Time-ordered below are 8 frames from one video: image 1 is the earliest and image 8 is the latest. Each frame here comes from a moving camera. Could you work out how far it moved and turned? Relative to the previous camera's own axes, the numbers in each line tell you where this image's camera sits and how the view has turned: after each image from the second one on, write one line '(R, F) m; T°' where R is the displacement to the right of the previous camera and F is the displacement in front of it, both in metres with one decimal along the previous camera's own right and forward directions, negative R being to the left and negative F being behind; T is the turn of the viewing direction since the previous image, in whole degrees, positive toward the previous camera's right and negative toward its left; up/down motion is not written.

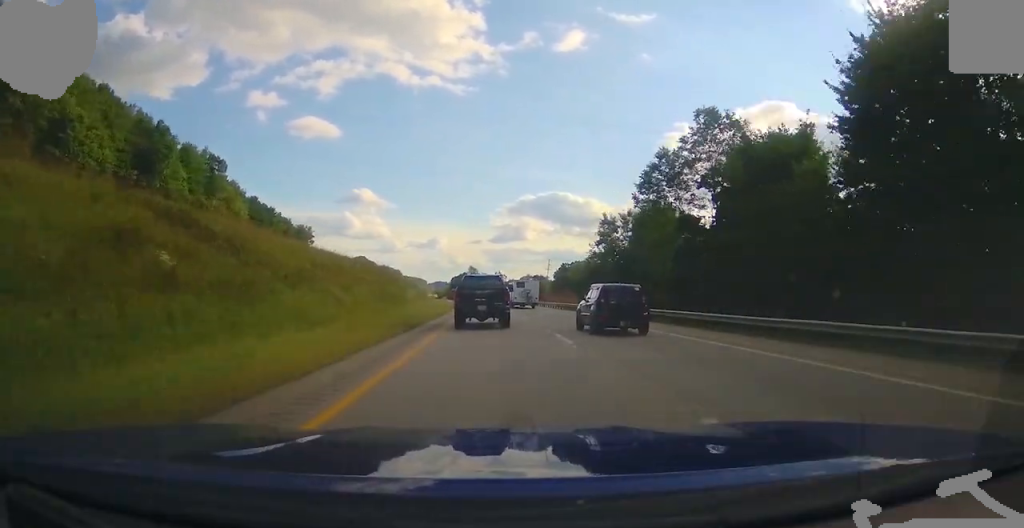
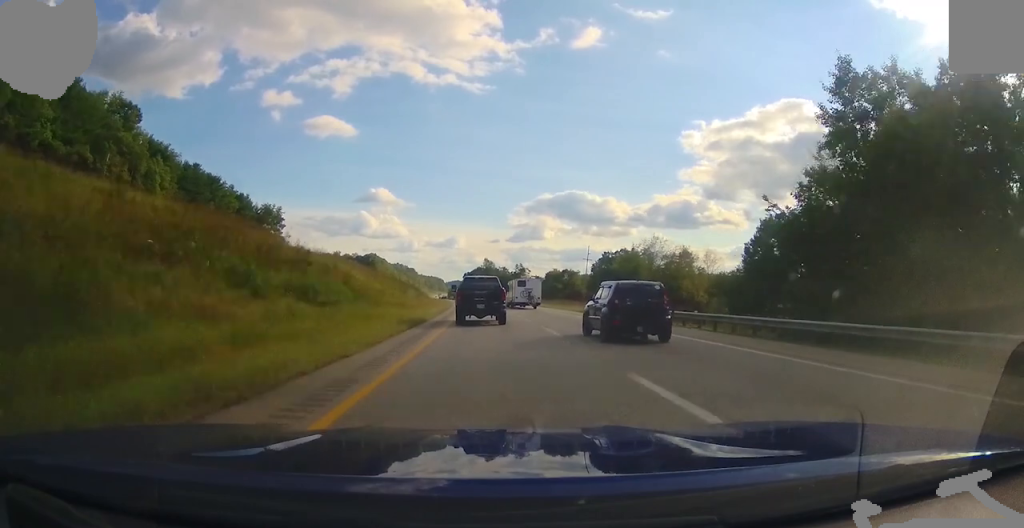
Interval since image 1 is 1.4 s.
(-1.3, +46.2) m; -3°
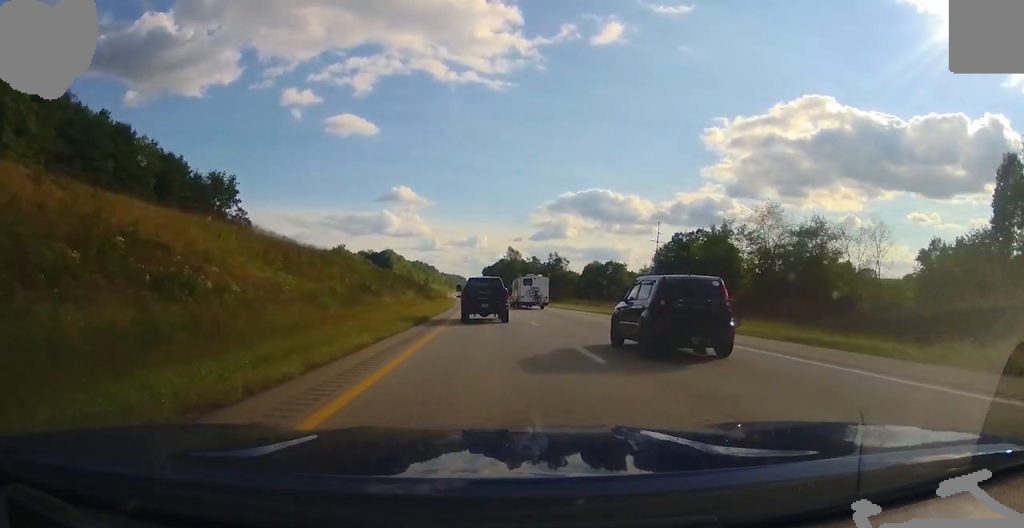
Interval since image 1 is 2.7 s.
(-0.6, +43.4) m; -2°
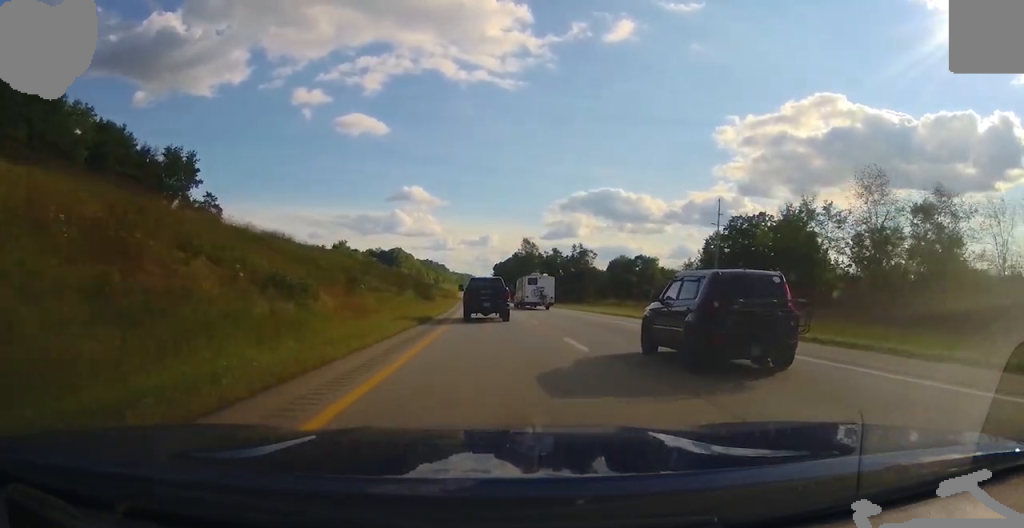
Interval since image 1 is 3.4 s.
(-0.1, +22.6) m; -2°
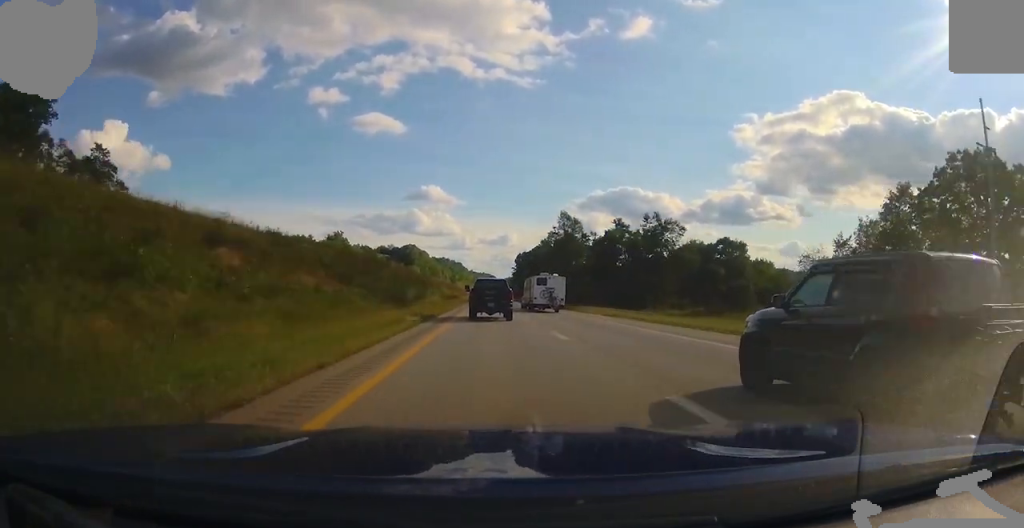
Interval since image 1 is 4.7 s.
(-1.1, +45.3) m; -2°
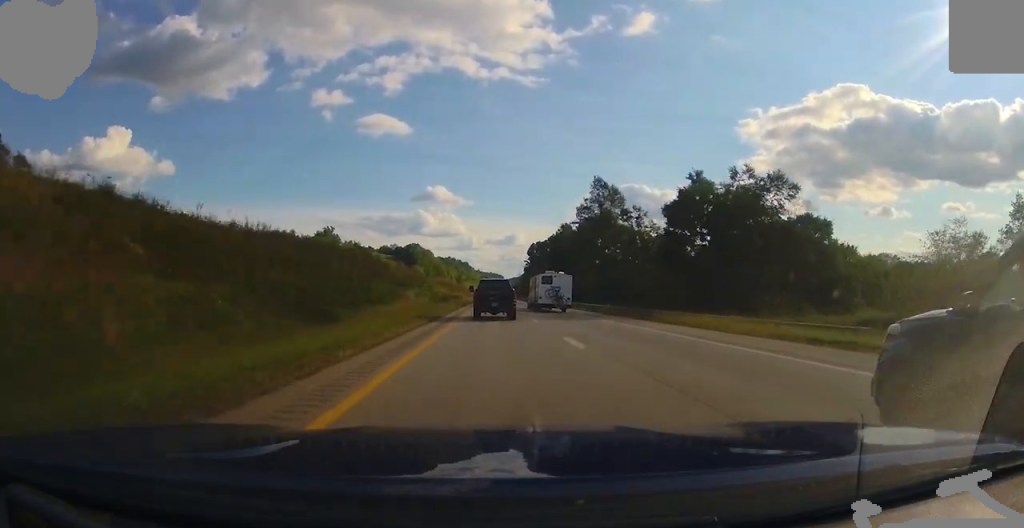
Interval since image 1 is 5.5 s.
(0.0, +27.3) m; -1°
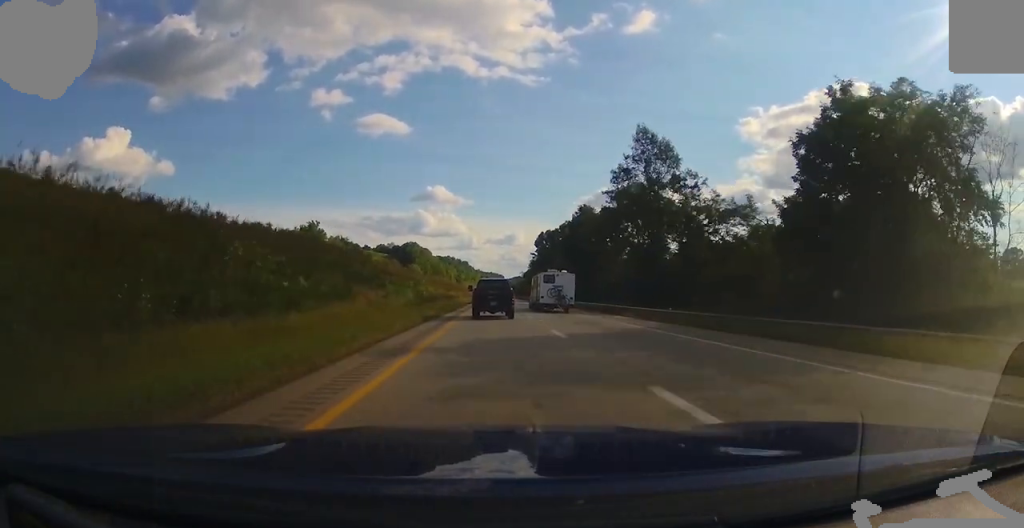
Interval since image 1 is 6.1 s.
(-0.3, +21.7) m; 0°
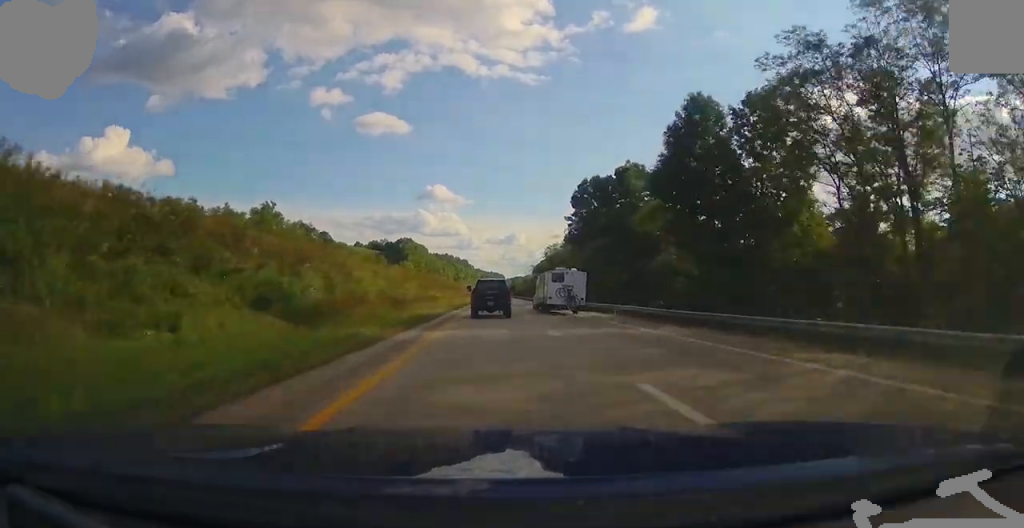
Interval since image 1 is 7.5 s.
(-0.1, +48.2) m; 0°
